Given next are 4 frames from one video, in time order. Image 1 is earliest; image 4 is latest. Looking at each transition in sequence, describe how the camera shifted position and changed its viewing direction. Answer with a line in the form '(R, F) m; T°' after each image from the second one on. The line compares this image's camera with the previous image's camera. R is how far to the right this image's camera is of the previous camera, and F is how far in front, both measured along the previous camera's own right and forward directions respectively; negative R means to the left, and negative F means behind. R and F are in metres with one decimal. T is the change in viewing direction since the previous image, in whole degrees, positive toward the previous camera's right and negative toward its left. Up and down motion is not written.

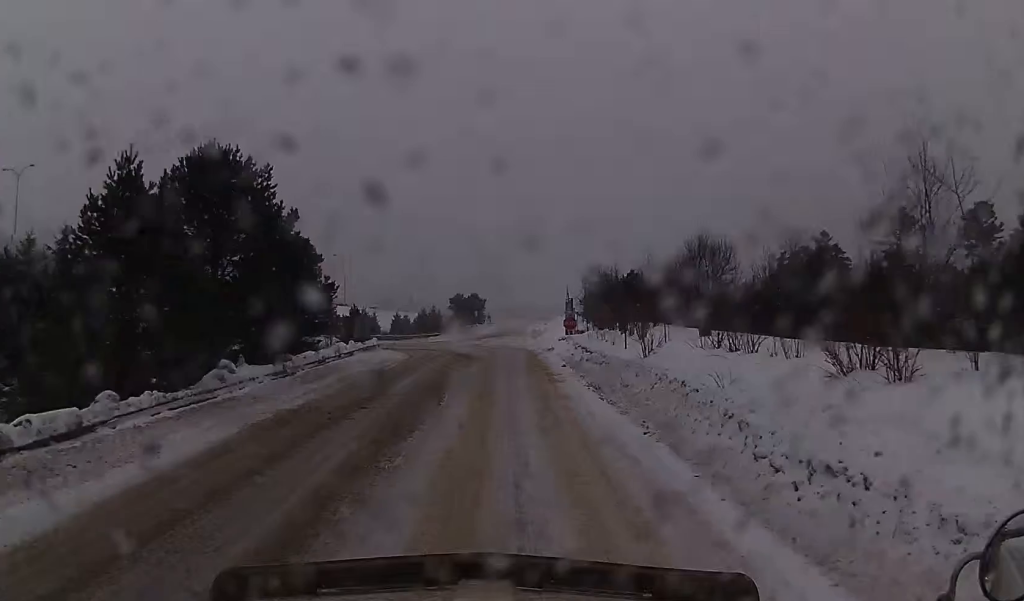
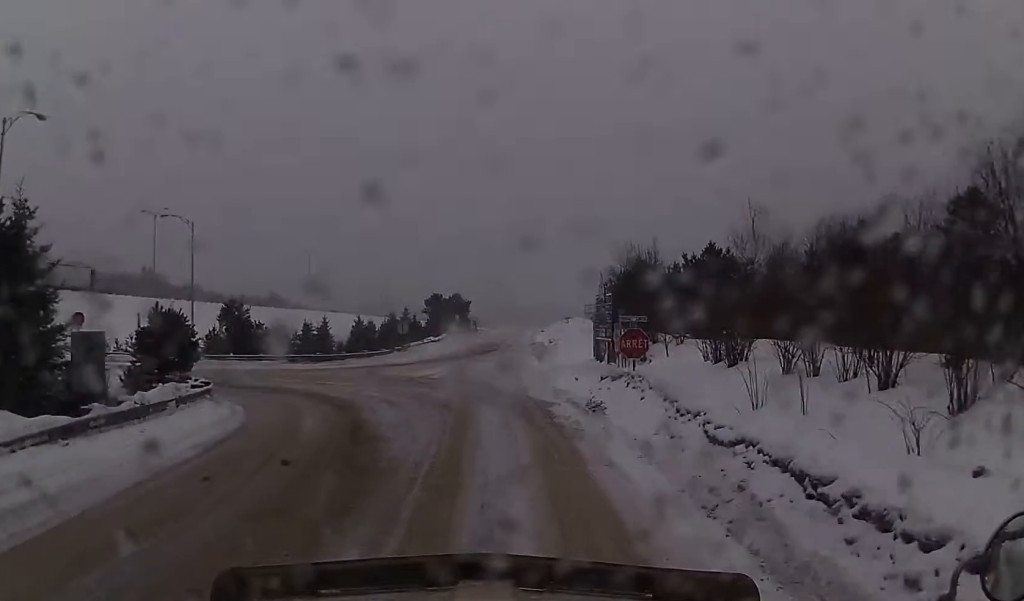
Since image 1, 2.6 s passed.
(-0.2, +30.9) m; +2°
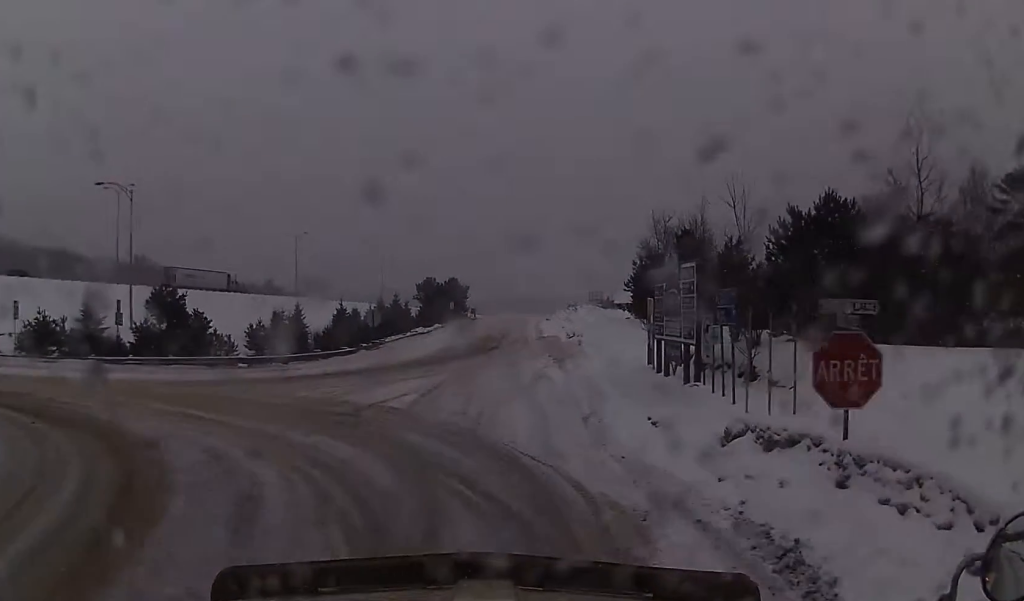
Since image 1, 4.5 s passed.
(+0.7, +16.1) m; +3°
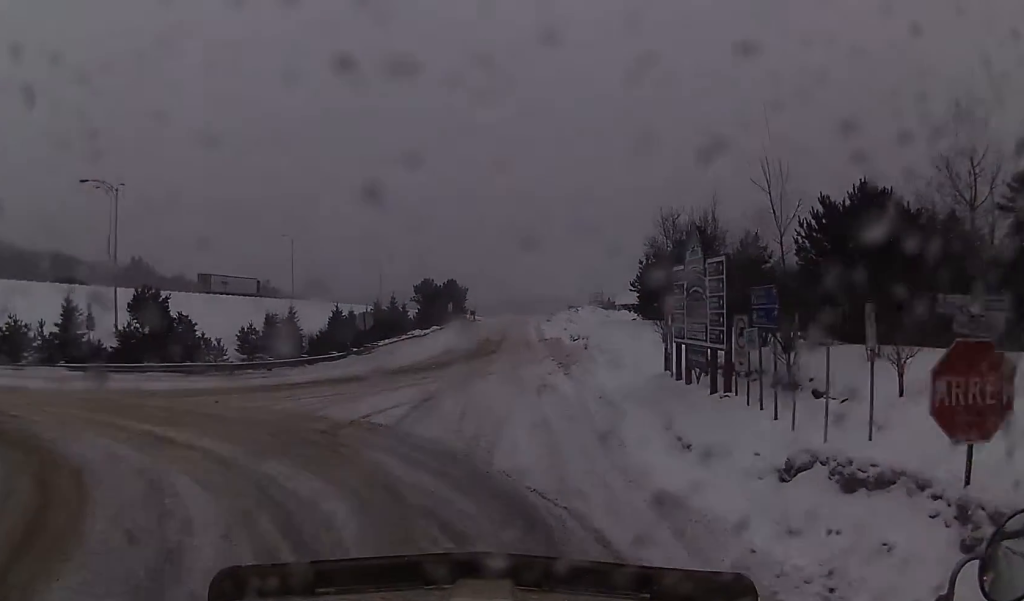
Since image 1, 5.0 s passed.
(0.0, +3.6) m; 0°
